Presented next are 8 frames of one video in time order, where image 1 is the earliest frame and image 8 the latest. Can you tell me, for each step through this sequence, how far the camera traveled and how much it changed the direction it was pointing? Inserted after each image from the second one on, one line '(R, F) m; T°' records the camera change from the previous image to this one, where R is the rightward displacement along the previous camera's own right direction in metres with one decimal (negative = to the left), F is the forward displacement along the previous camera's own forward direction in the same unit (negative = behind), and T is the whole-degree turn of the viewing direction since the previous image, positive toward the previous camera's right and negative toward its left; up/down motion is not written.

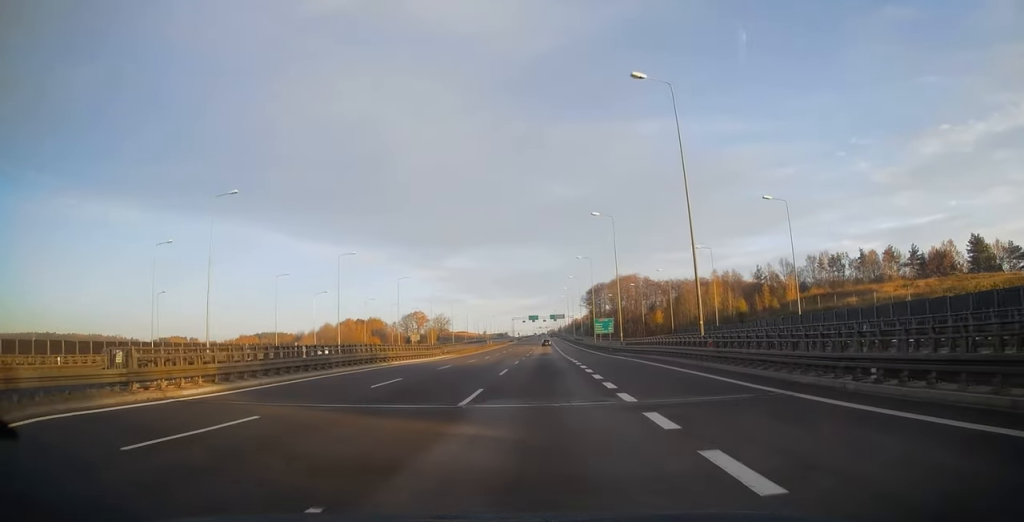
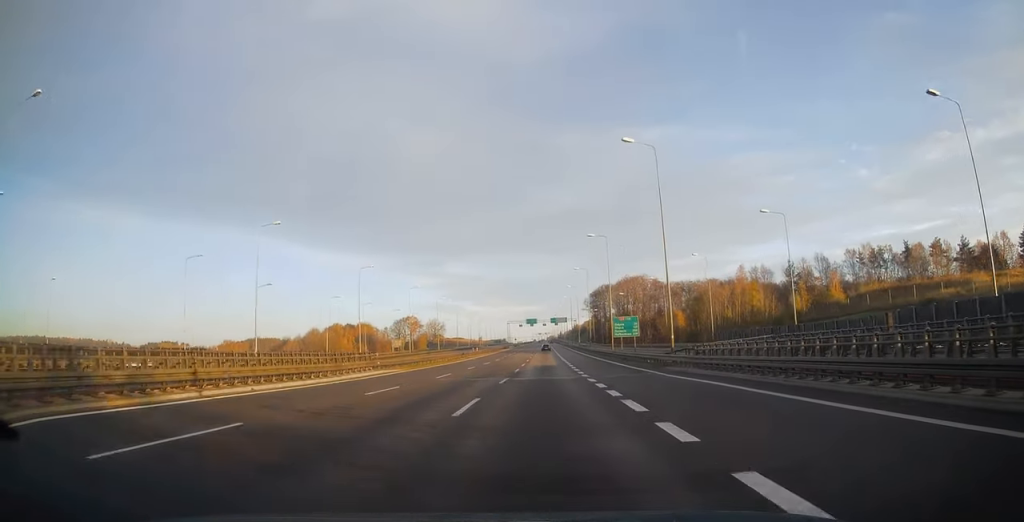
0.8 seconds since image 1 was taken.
(0.0, +24.8) m; 0°
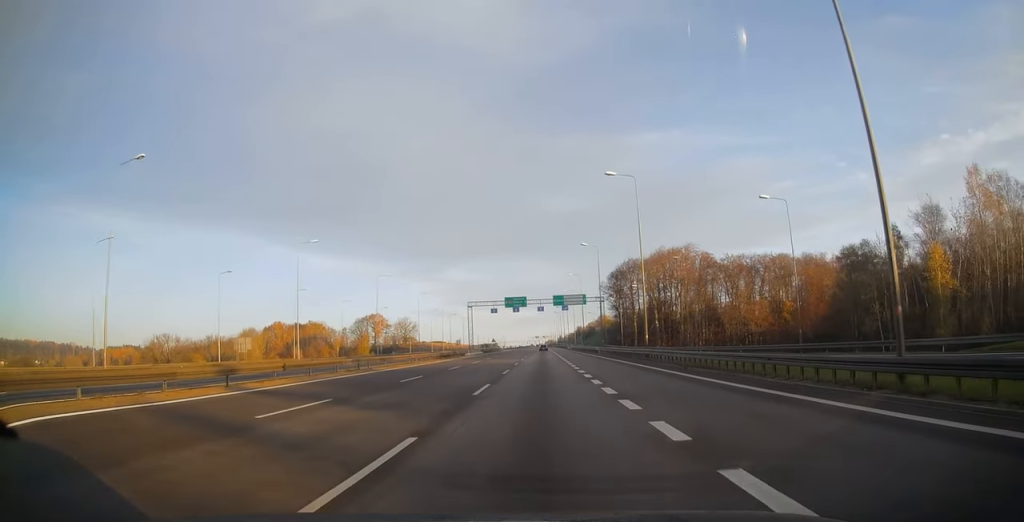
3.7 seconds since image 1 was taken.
(+0.4, +91.1) m; 0°
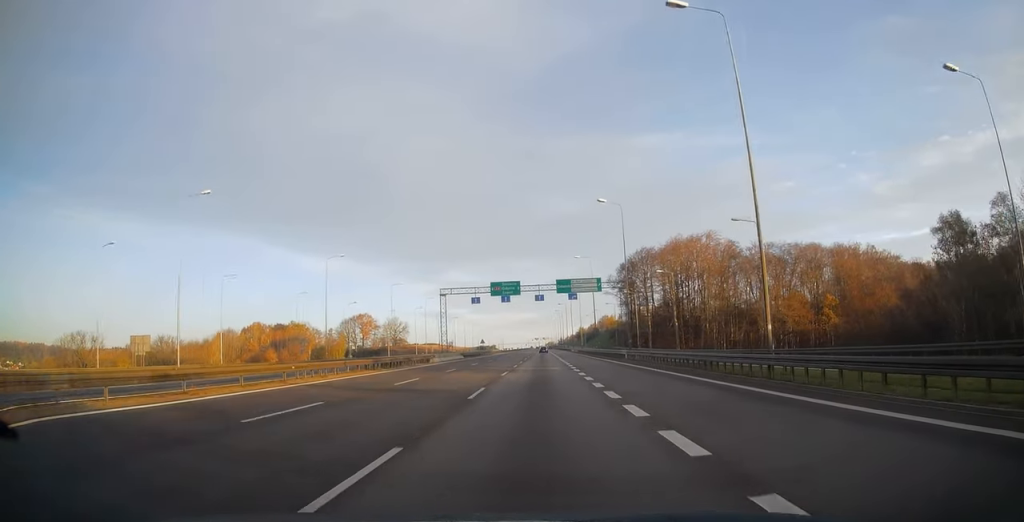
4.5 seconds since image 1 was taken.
(0.0, +24.9) m; 0°
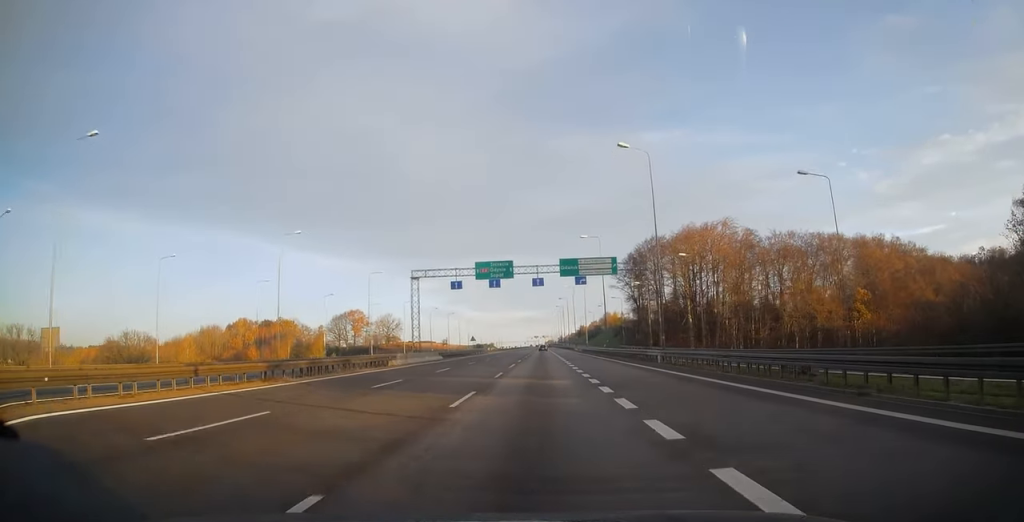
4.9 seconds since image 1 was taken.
(0.0, +14.8) m; 0°
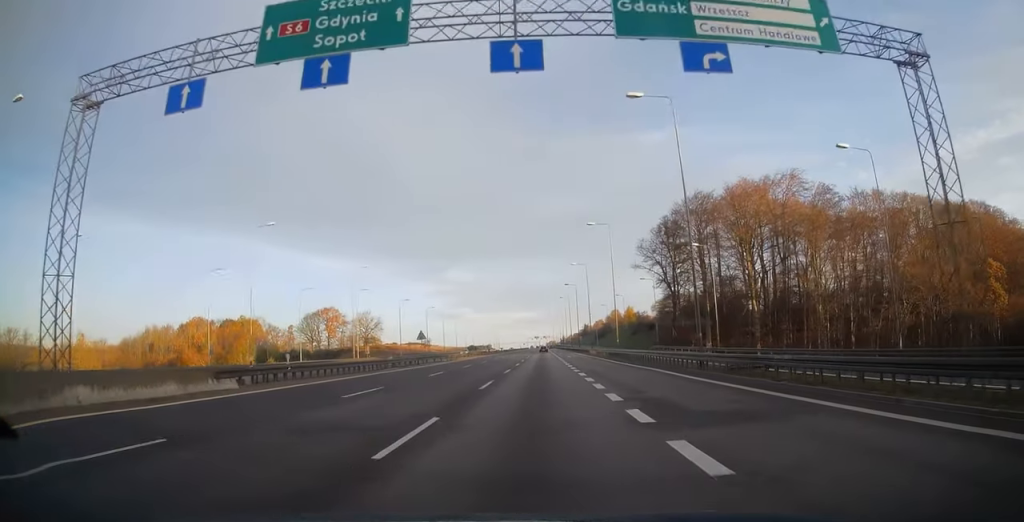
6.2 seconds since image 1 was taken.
(0.0, +41.8) m; 0°
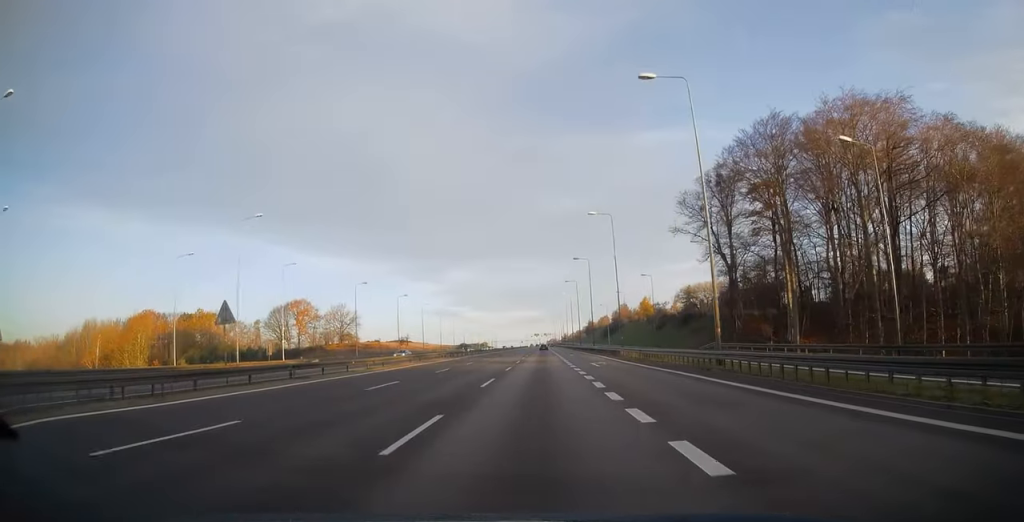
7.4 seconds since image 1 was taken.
(0.0, +35.9) m; 0°
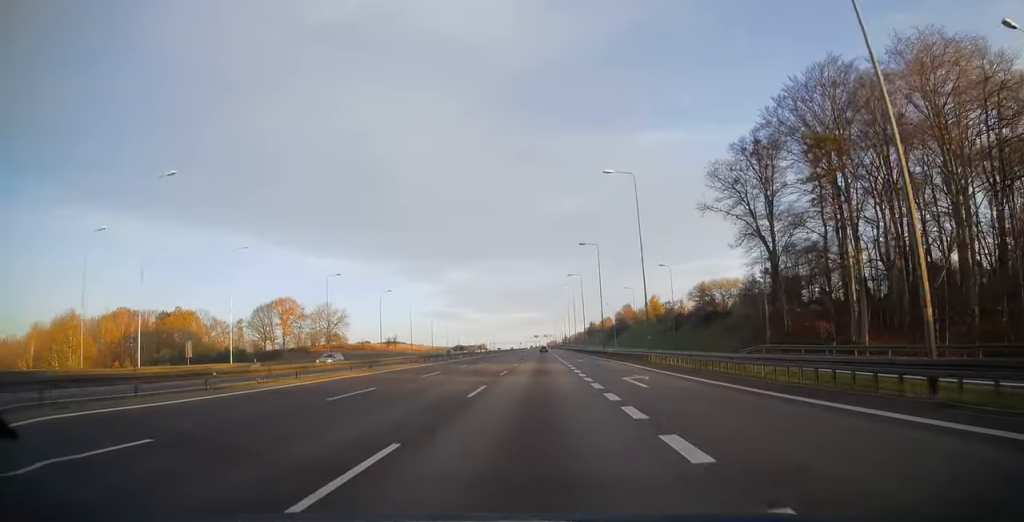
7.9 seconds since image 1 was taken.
(0.0, +15.4) m; 0°
